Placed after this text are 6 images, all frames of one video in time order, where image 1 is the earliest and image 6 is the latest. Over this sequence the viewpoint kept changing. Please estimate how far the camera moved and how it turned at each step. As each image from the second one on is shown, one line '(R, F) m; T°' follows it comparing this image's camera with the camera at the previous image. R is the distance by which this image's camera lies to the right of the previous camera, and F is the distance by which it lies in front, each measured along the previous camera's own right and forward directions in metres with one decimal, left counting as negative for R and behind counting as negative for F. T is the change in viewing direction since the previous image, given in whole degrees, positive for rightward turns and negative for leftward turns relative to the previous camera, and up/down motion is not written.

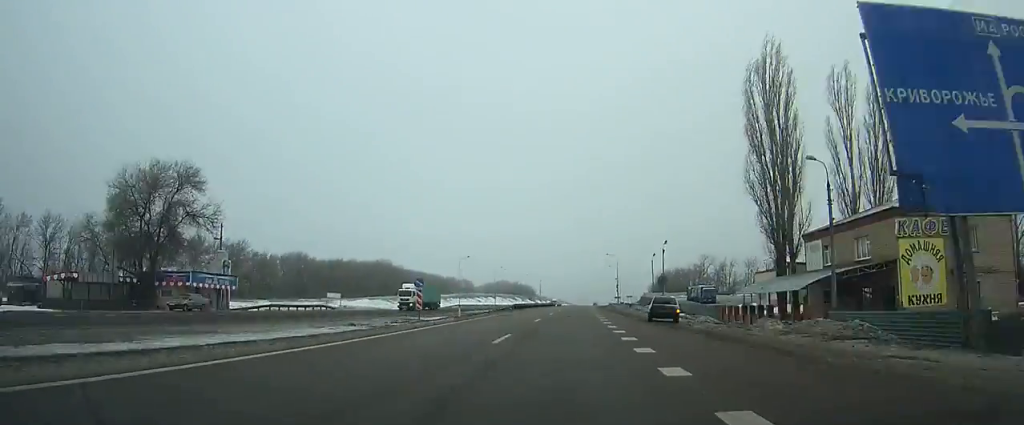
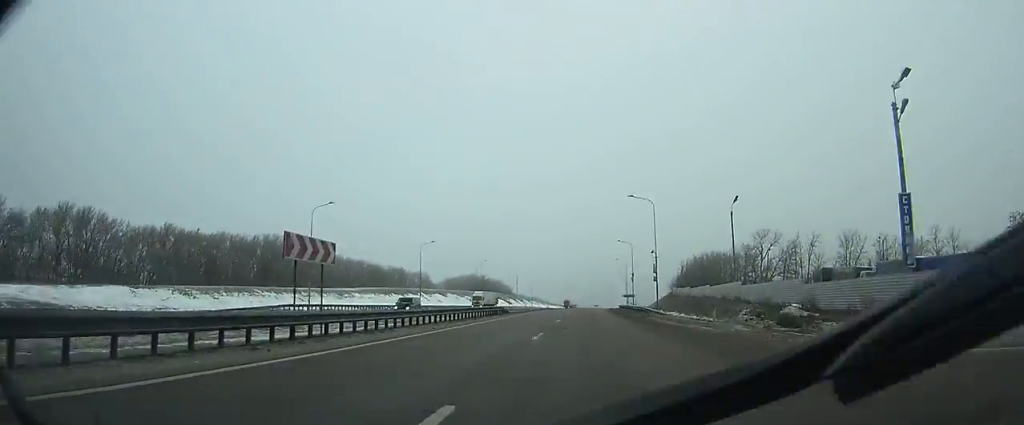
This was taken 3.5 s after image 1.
(+1.2, +78.9) m; +2°
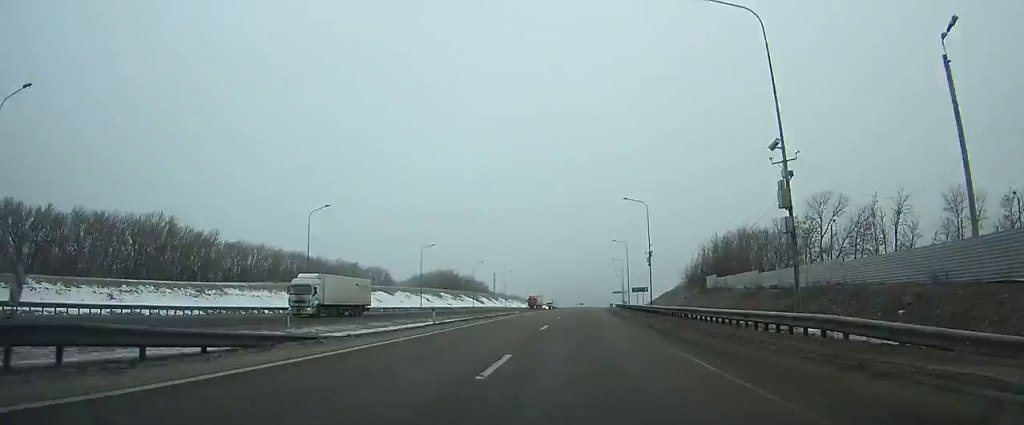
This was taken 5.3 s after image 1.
(+0.7, +41.1) m; +1°
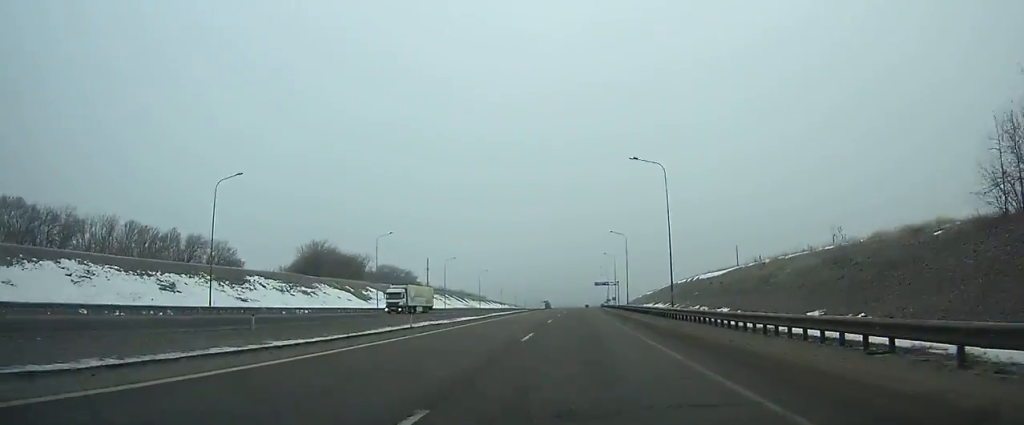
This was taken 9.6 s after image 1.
(+2.4, +100.8) m; +3°
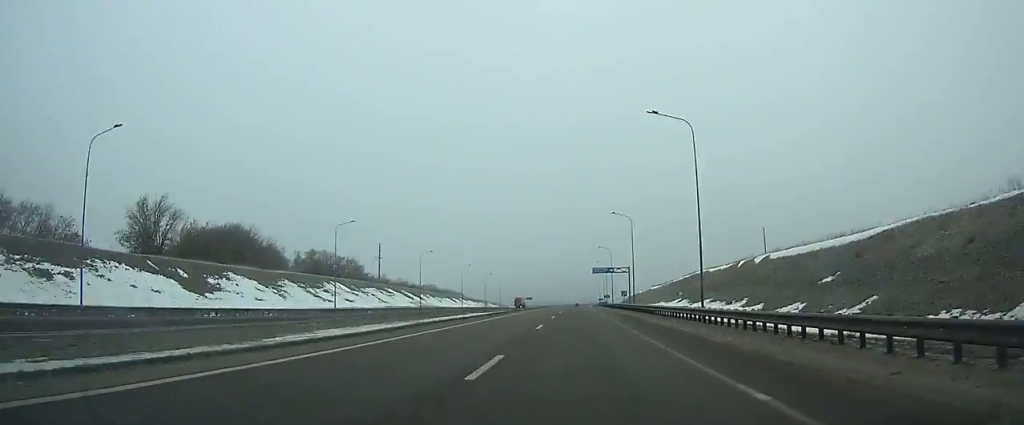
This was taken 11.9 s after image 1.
(+0.5, +56.9) m; +1°
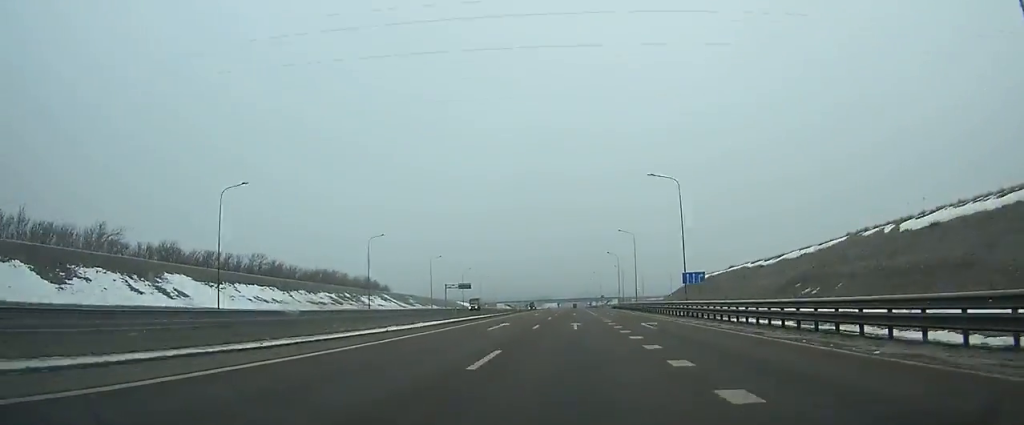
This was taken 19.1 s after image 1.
(+1.6, +187.8) m; 0°
